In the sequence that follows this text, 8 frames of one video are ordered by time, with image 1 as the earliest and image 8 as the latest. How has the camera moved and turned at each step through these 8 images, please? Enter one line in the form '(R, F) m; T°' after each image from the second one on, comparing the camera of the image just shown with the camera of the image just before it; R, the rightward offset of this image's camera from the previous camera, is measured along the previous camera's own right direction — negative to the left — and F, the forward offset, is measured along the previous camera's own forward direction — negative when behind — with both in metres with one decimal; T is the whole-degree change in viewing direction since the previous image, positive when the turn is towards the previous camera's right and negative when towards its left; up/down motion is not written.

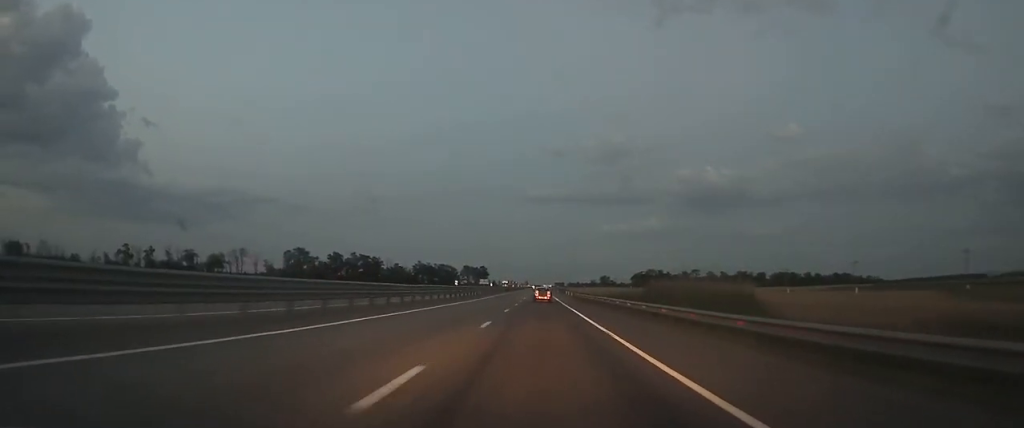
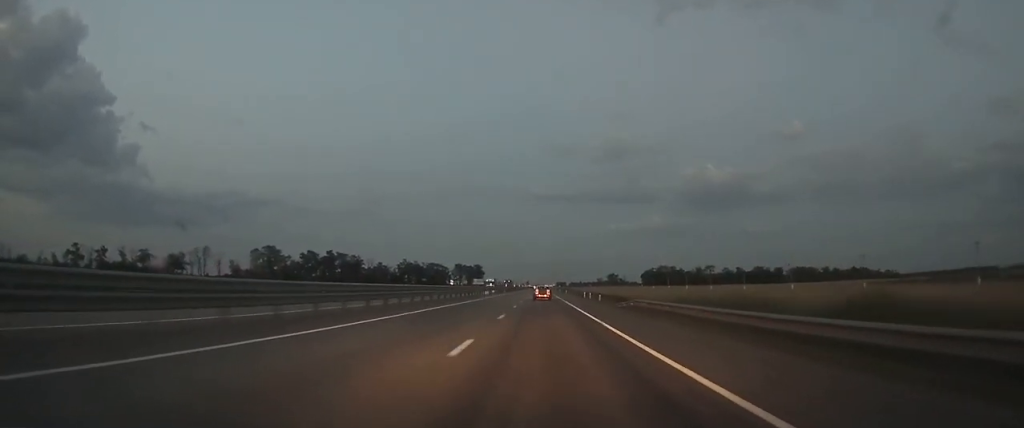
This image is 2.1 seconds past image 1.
(+0.1, +43.3) m; 0°
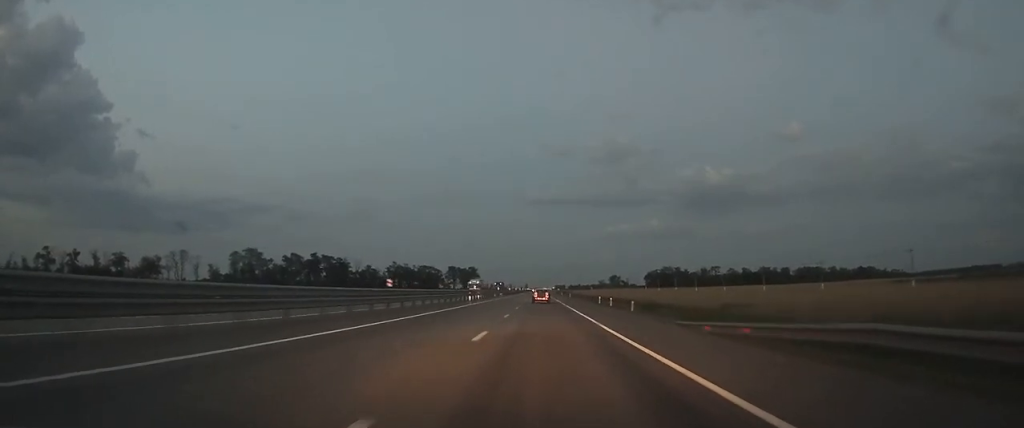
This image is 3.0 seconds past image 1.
(0.0, +20.3) m; 0°
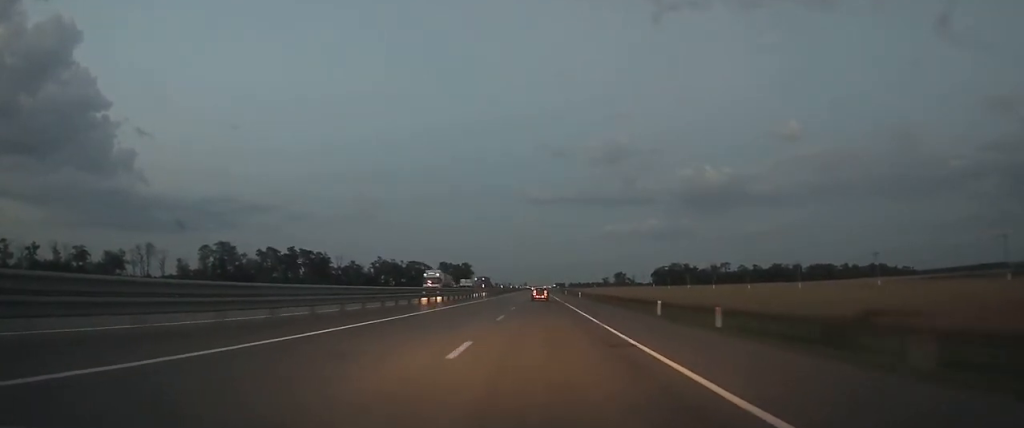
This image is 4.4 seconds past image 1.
(0.0, +27.9) m; 0°
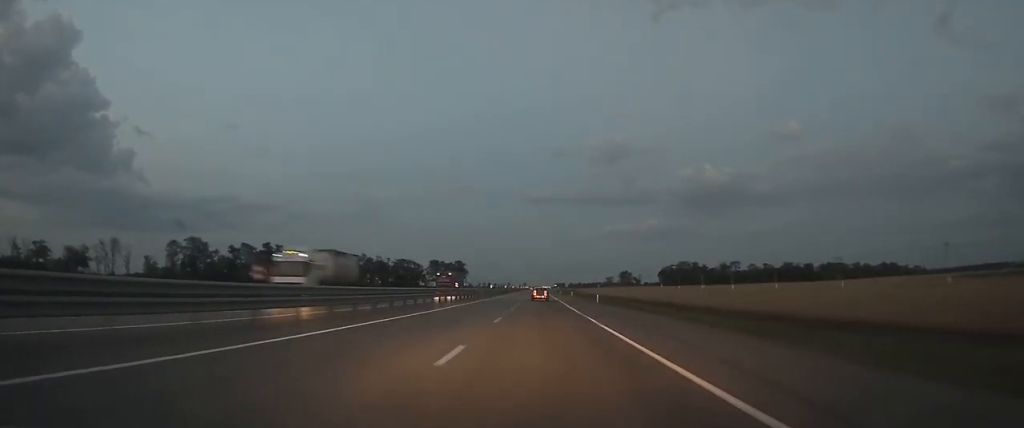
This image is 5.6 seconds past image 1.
(0.0, +25.1) m; 0°
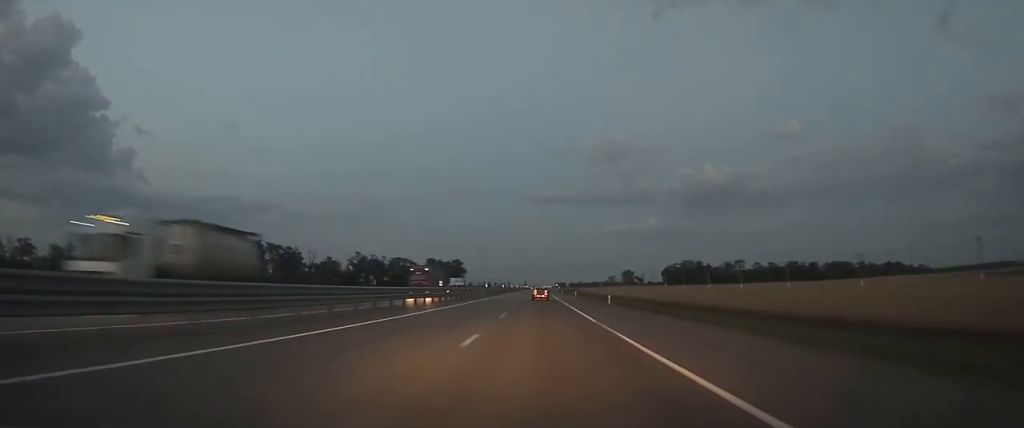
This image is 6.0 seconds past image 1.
(0.0, +9.0) m; 0°
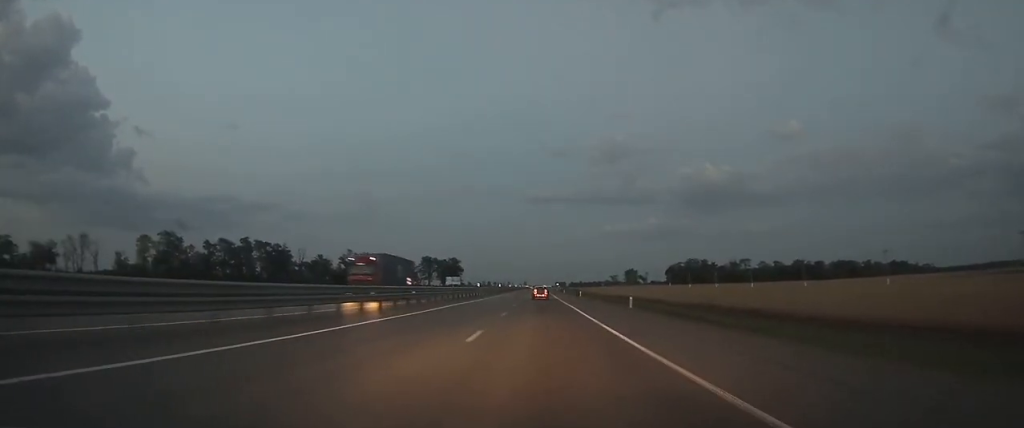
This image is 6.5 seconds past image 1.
(0.0, +11.1) m; 0°
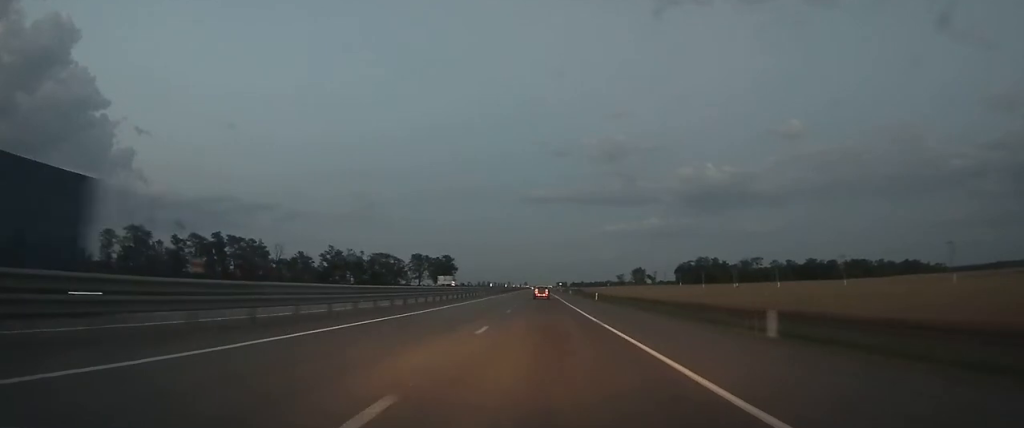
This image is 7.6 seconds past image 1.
(+0.1, +22.1) m; 0°
